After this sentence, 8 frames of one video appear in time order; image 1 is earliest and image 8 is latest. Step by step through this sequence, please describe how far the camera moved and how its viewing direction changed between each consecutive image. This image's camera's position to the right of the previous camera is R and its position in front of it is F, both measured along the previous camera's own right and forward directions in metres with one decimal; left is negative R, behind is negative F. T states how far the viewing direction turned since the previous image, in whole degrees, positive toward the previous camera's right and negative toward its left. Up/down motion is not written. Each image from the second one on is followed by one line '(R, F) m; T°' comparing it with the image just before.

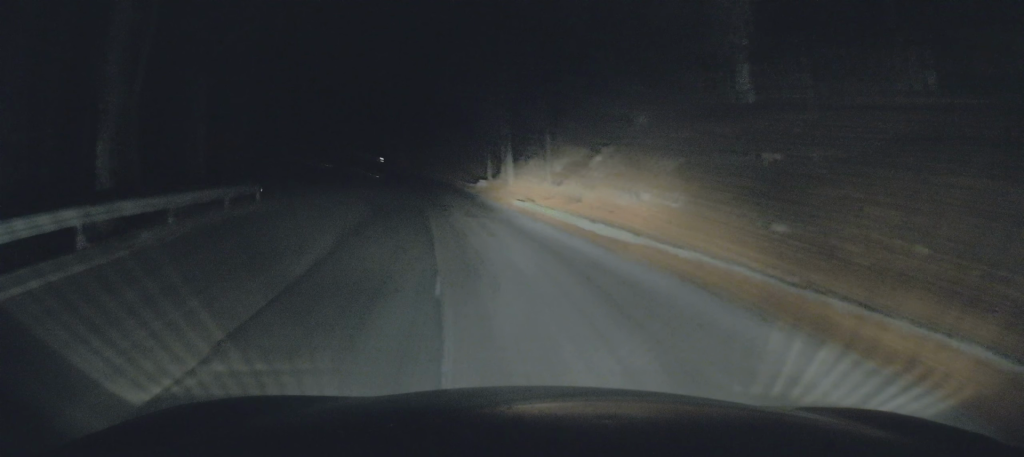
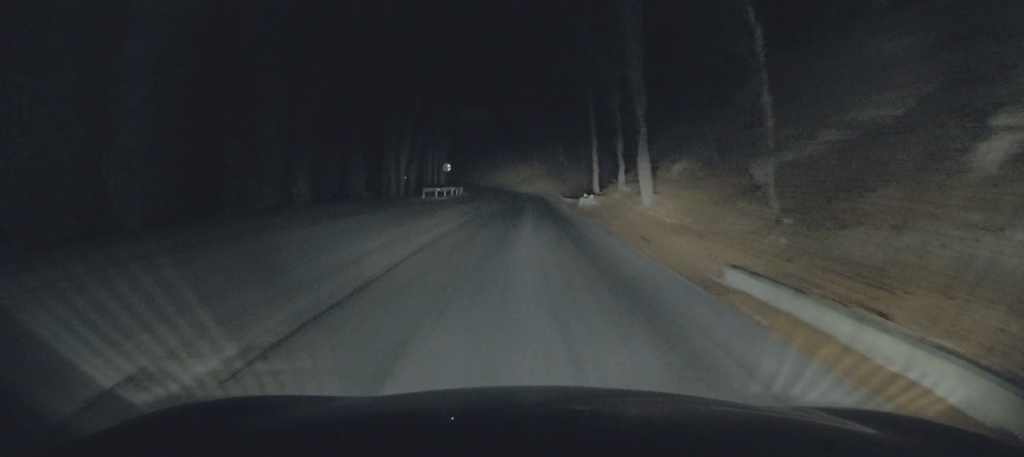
(-2.7, +17.2) m; -13°
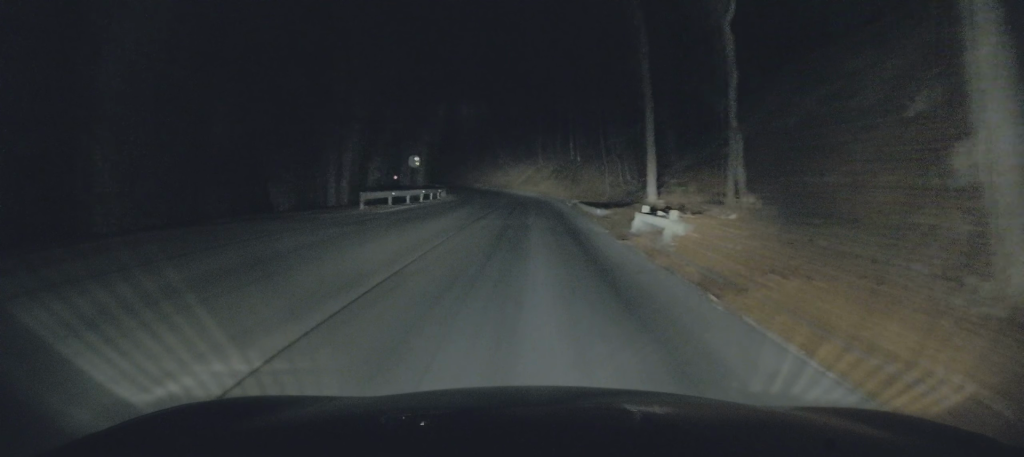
(-0.4, +15.7) m; -3°
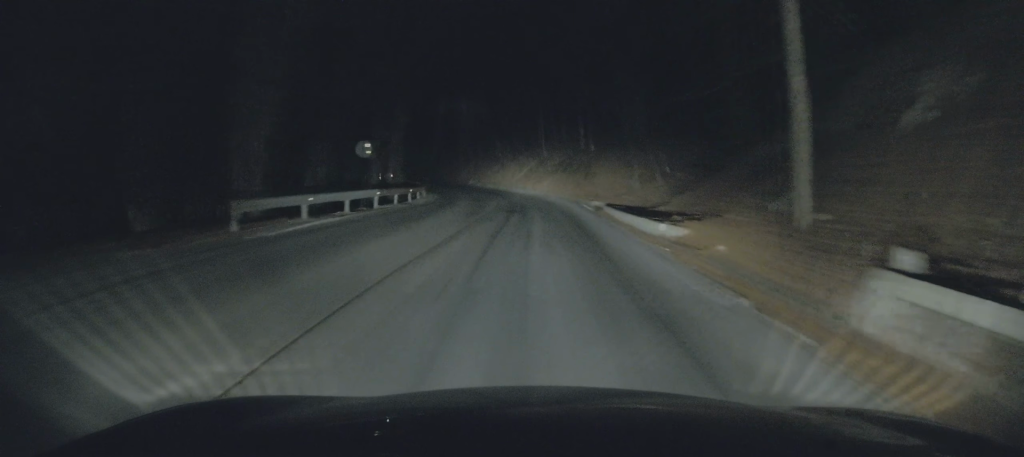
(-0.2, +11.5) m; -1°
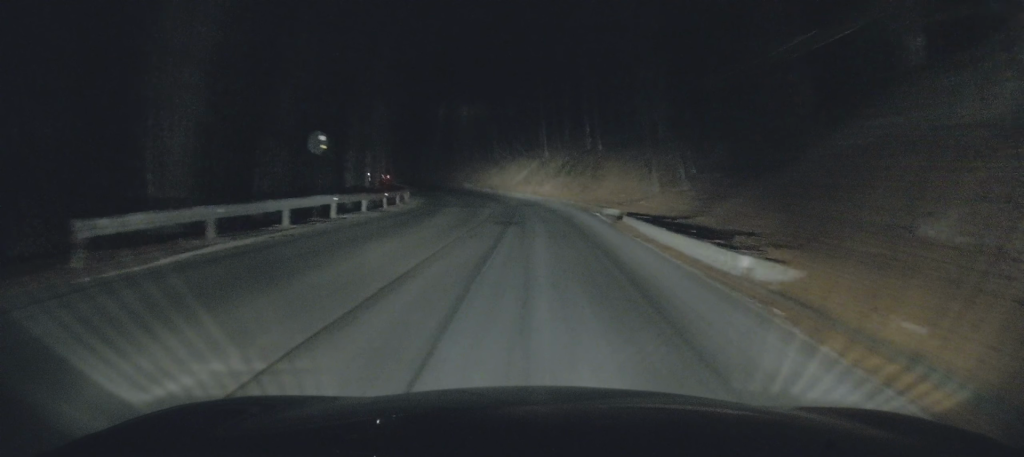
(0.0, +5.4) m; 0°
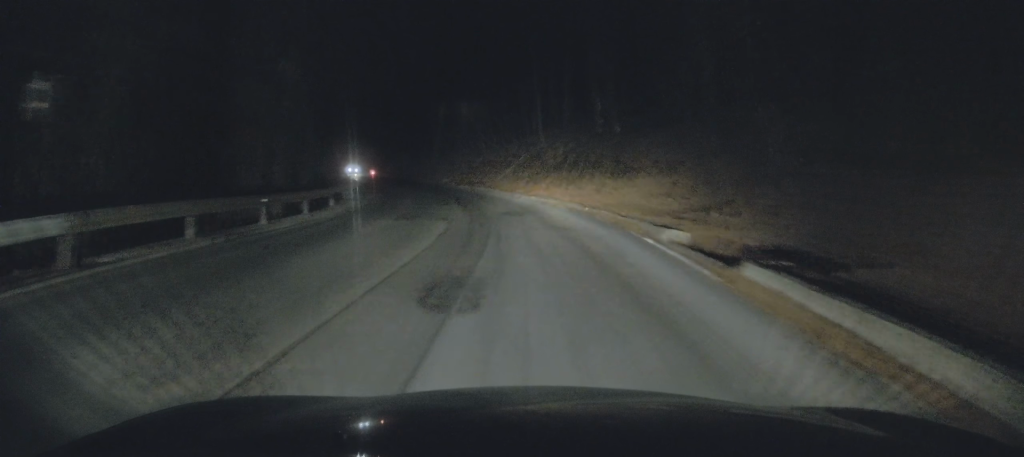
(0.0, +12.0) m; 0°
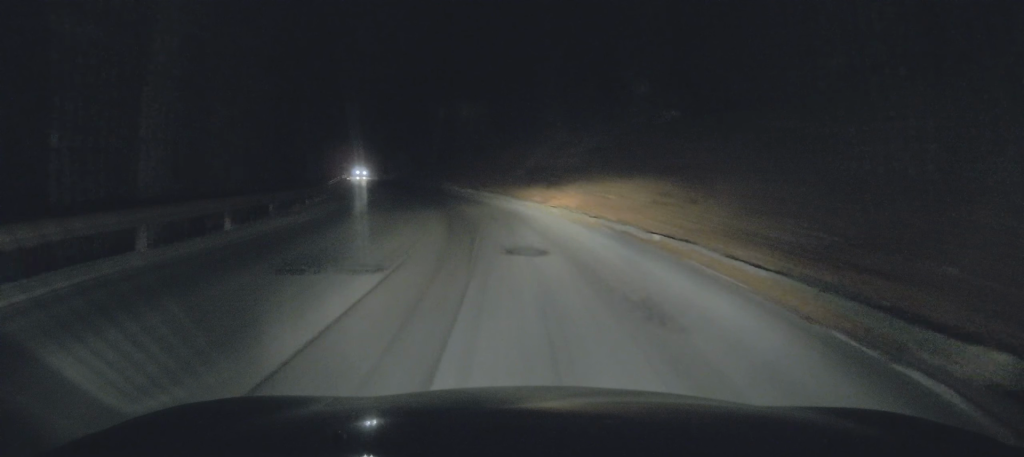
(+0.1, +9.5) m; -2°
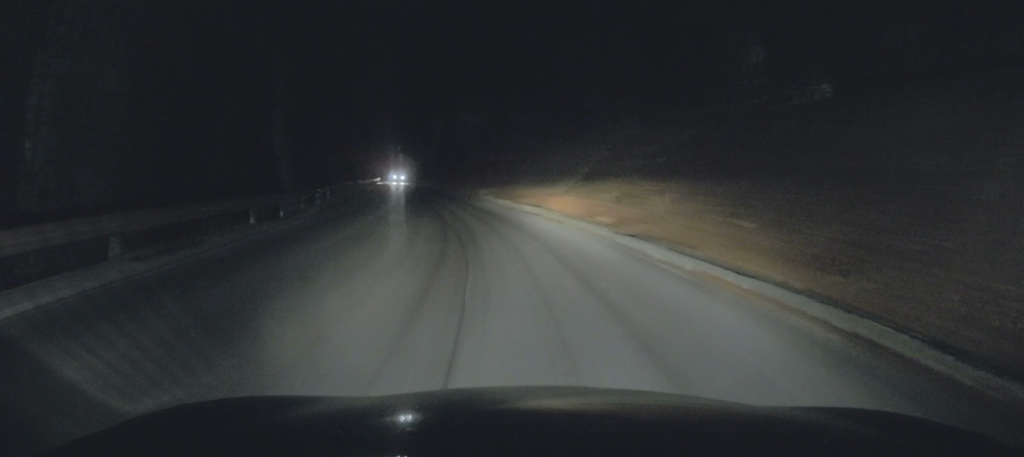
(-0.3, +9.1) m; -2°
